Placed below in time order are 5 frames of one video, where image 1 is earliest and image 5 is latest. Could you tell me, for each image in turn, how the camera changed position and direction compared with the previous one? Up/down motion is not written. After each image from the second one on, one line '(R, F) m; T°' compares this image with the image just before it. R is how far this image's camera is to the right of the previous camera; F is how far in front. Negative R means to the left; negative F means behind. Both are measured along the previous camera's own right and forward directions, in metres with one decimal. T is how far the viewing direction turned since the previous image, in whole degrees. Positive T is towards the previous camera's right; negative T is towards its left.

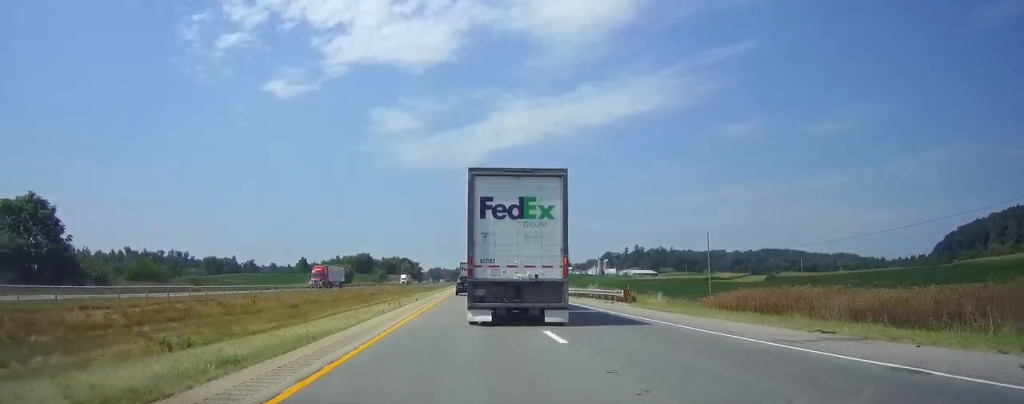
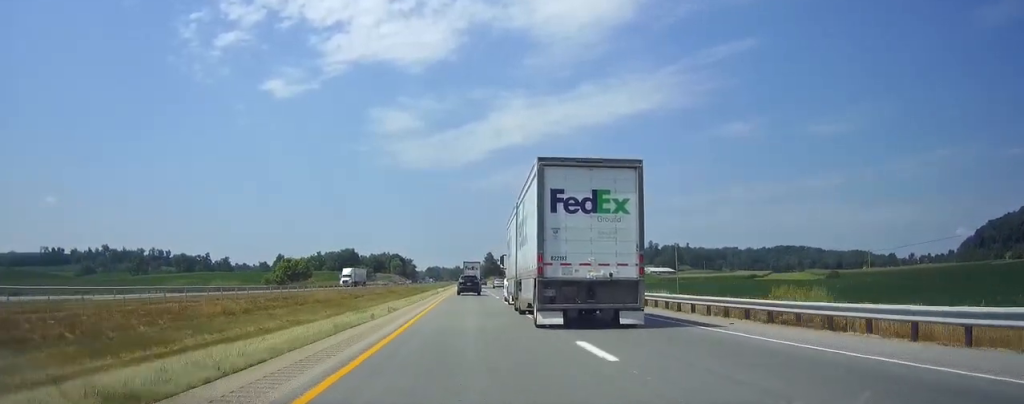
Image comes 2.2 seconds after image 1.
(+0.2, +63.6) m; 0°
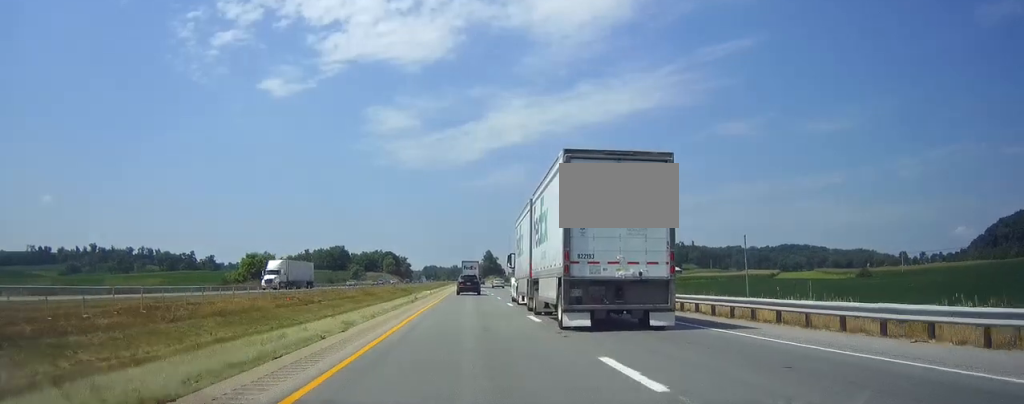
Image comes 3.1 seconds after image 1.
(0.0, +27.0) m; 0°
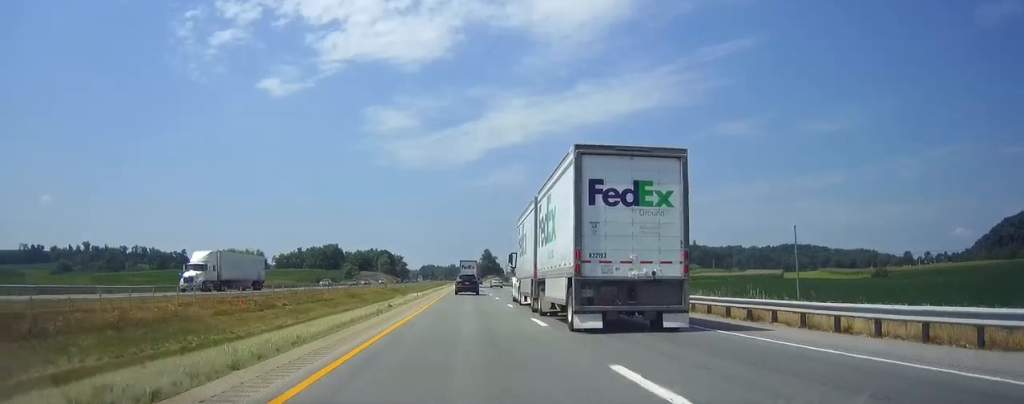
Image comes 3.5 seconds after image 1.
(0.0, +13.0) m; 0°
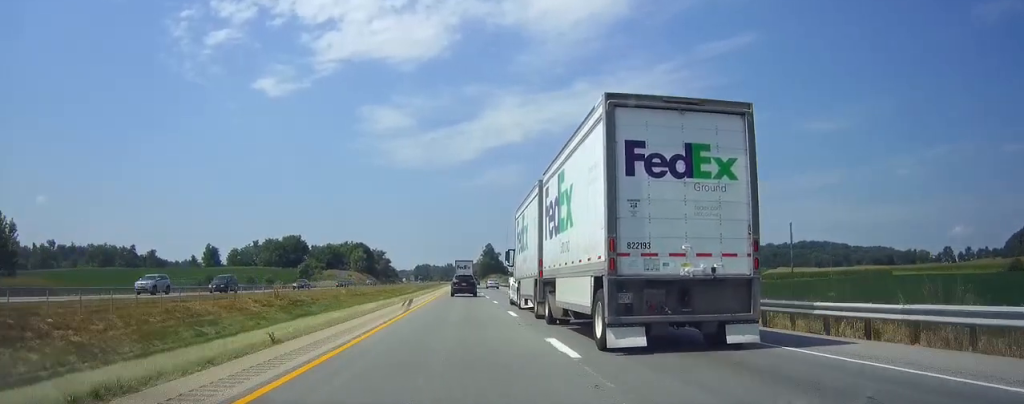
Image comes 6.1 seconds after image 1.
(+0.7, +79.1) m; +1°
